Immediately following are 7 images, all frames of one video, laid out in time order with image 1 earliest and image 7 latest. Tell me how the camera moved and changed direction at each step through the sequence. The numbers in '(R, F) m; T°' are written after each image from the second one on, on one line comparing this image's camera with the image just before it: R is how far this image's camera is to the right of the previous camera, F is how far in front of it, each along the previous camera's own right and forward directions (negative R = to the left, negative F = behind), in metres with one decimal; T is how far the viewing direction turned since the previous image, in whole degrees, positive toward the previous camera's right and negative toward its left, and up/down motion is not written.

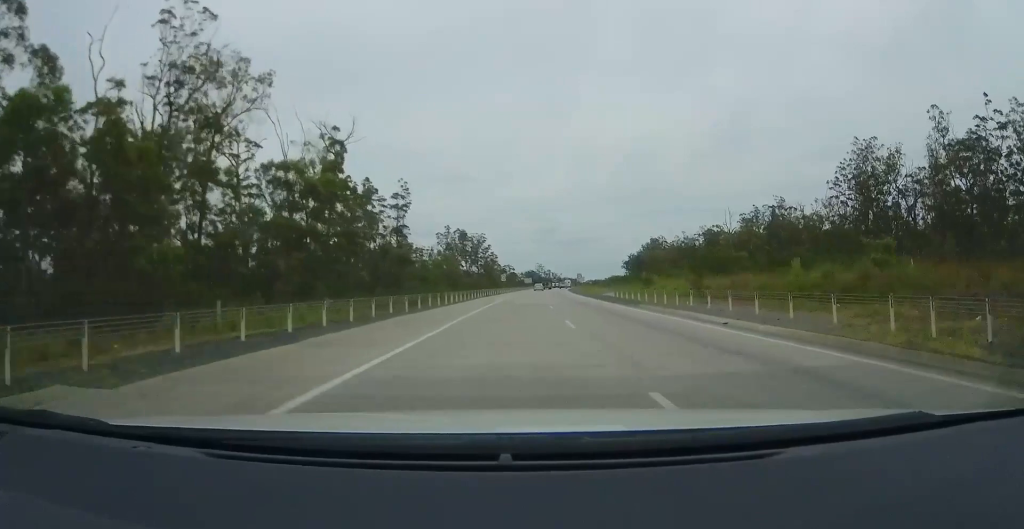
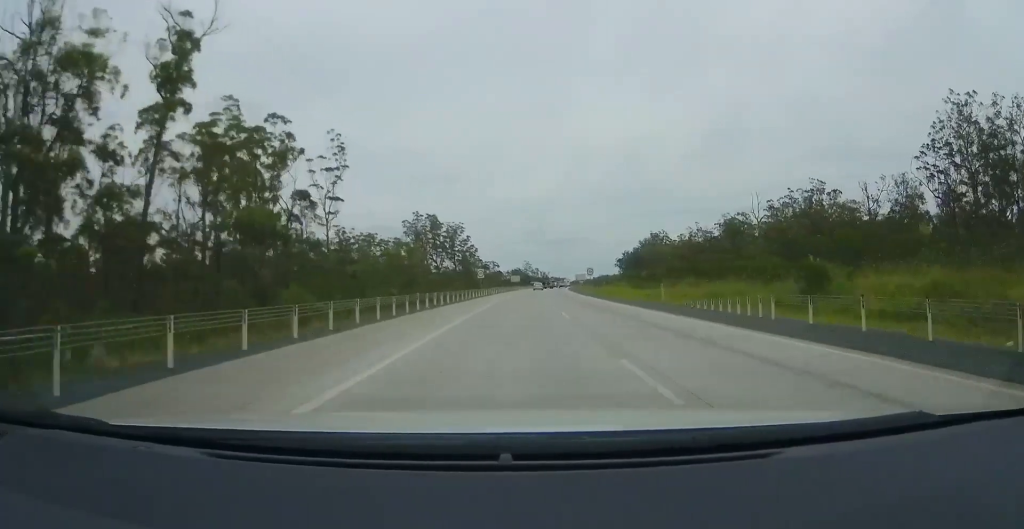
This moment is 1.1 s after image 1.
(+0.3, +33.7) m; +2°
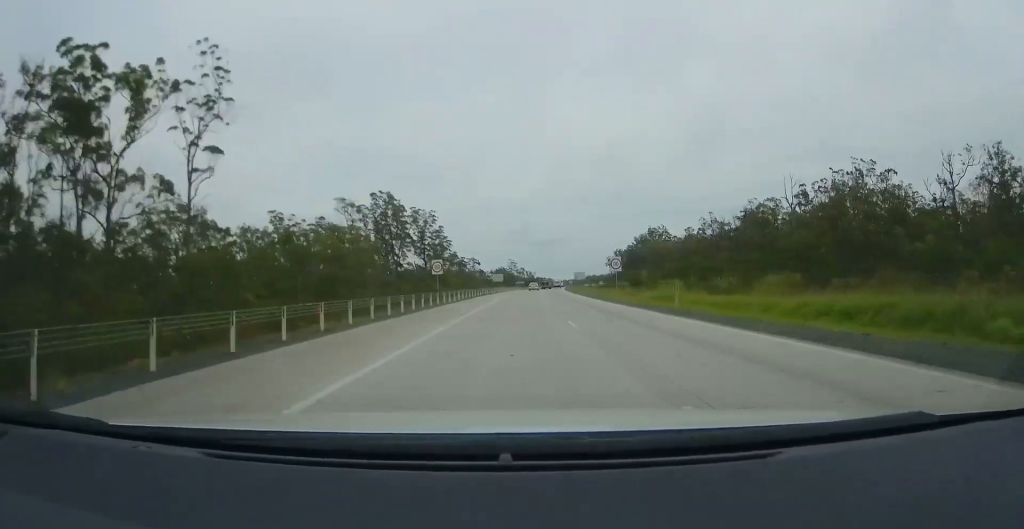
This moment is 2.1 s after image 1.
(+0.7, +29.8) m; +2°
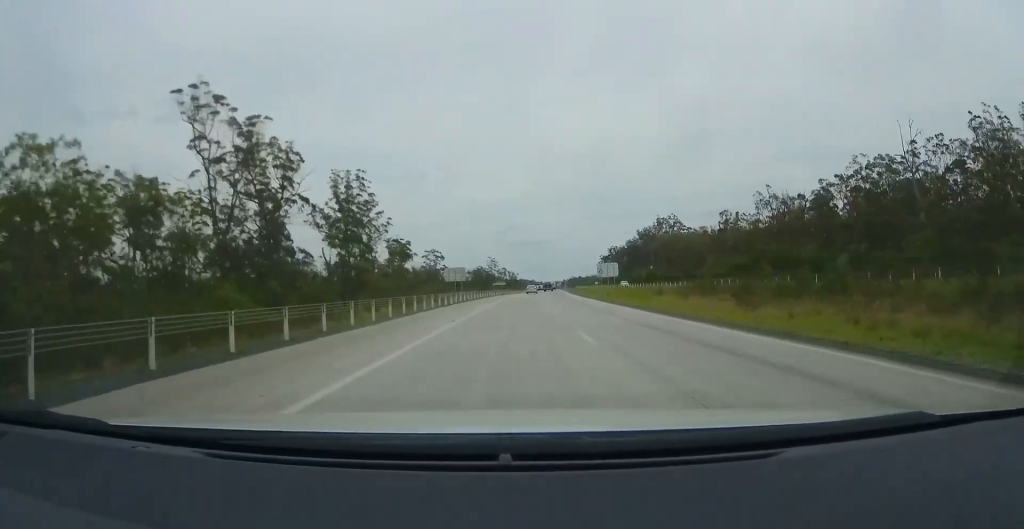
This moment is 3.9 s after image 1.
(+0.3, +51.8) m; +1°
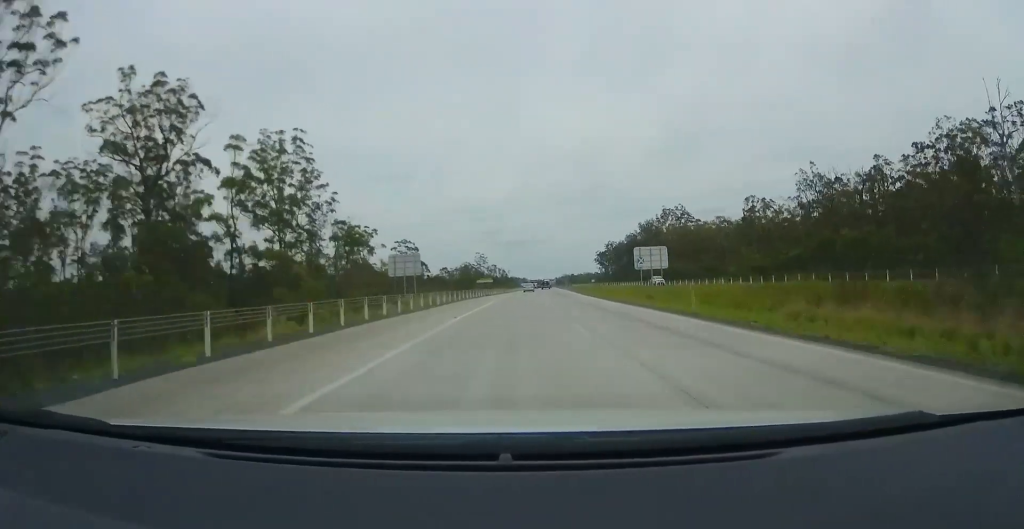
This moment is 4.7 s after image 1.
(+0.2, +23.4) m; +1°
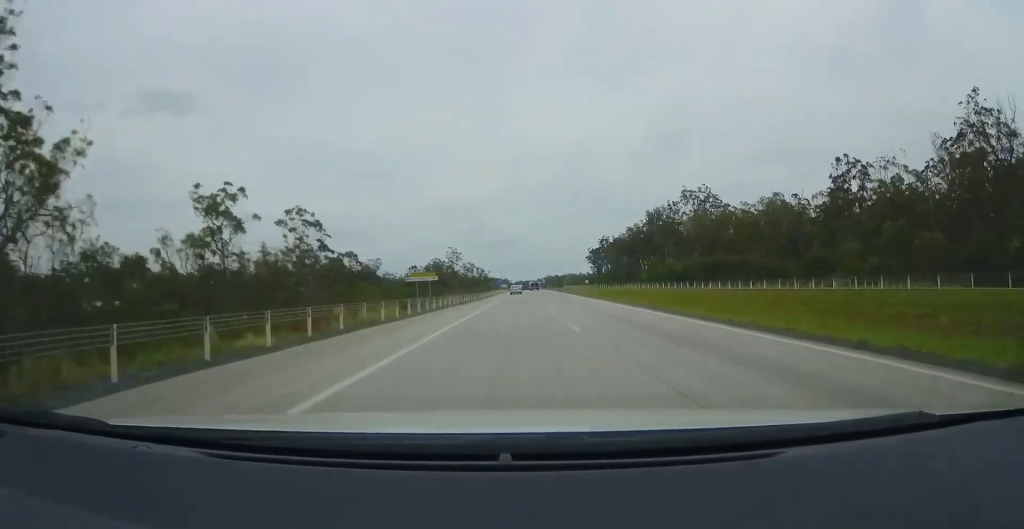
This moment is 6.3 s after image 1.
(+0.7, +47.6) m; +3°
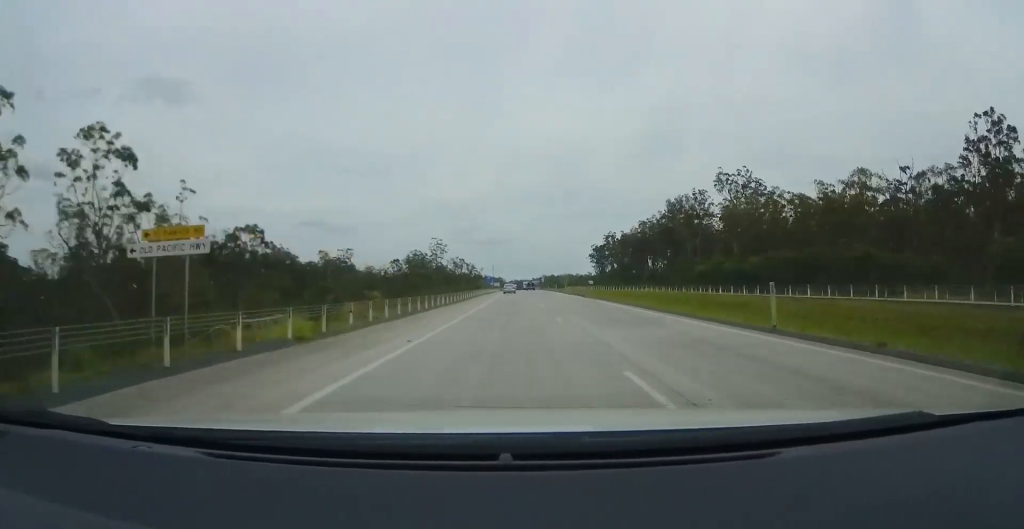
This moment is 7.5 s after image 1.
(+0.7, +34.0) m; +1°
